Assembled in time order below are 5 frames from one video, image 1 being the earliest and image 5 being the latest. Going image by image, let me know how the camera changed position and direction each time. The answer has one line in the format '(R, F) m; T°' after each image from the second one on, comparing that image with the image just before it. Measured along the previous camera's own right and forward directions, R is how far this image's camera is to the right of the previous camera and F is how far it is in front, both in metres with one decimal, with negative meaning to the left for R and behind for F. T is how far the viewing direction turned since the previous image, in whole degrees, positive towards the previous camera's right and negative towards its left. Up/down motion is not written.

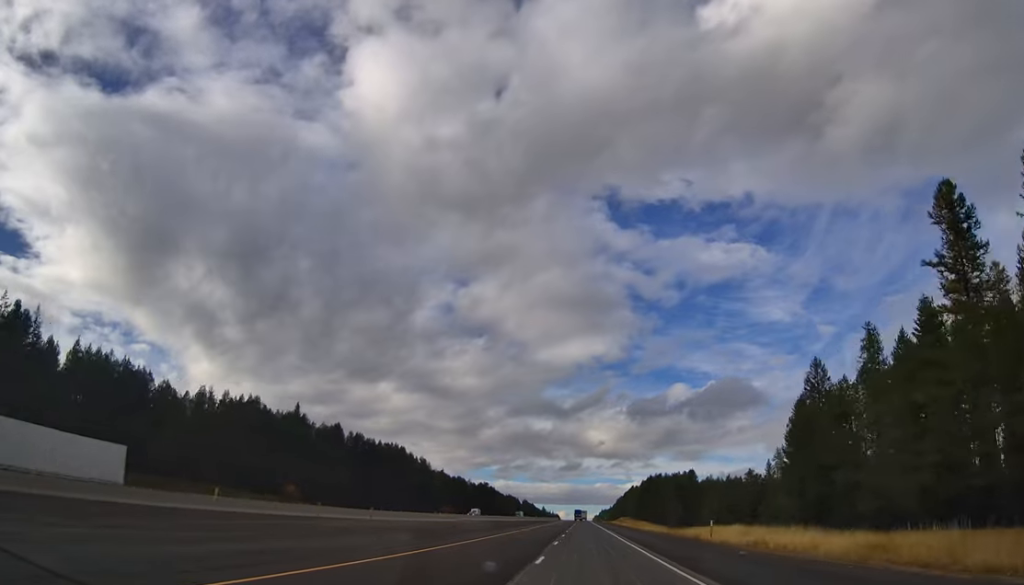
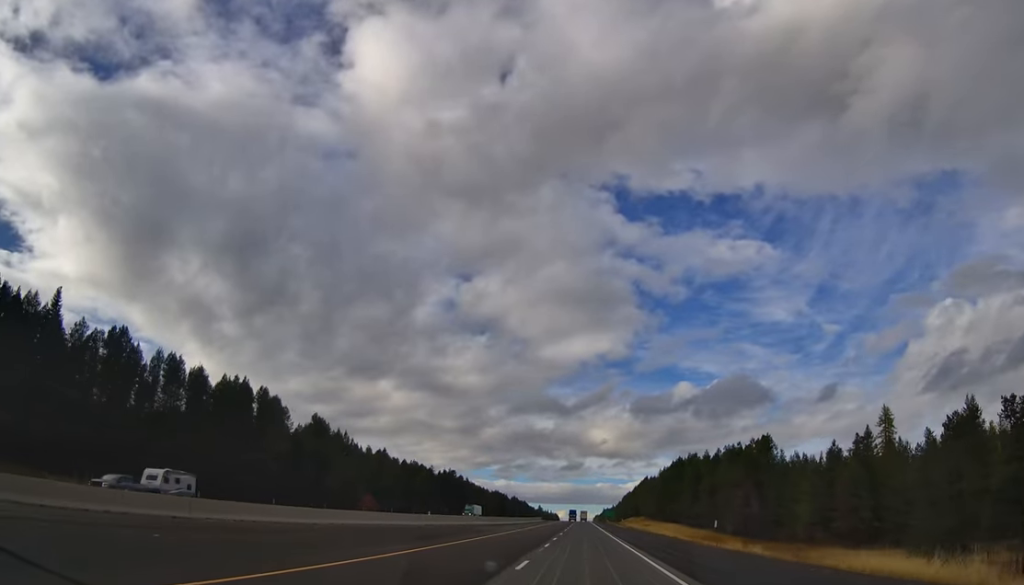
(-2.9, +88.8) m; -1°
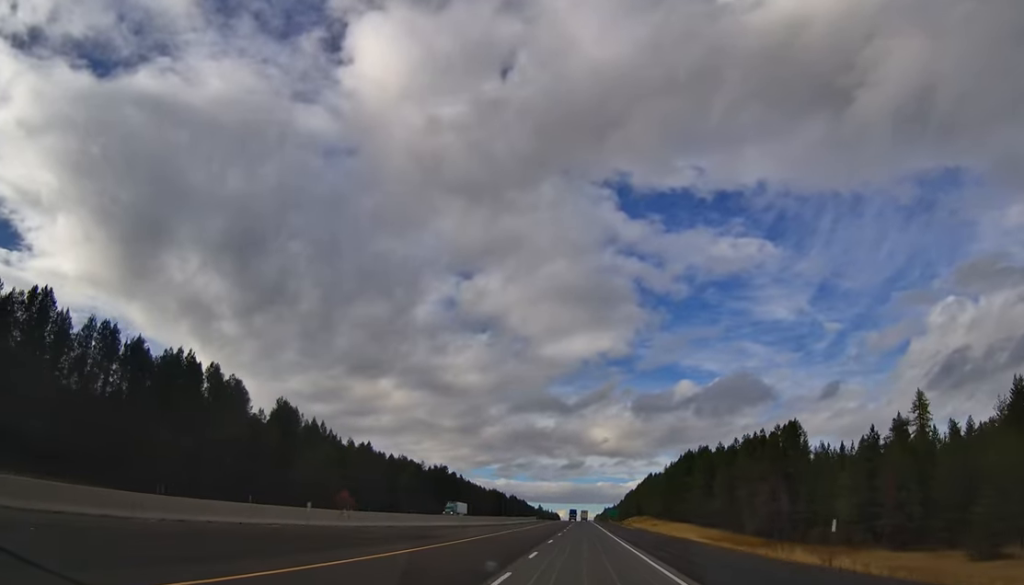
(+0.3, +16.6) m; +1°
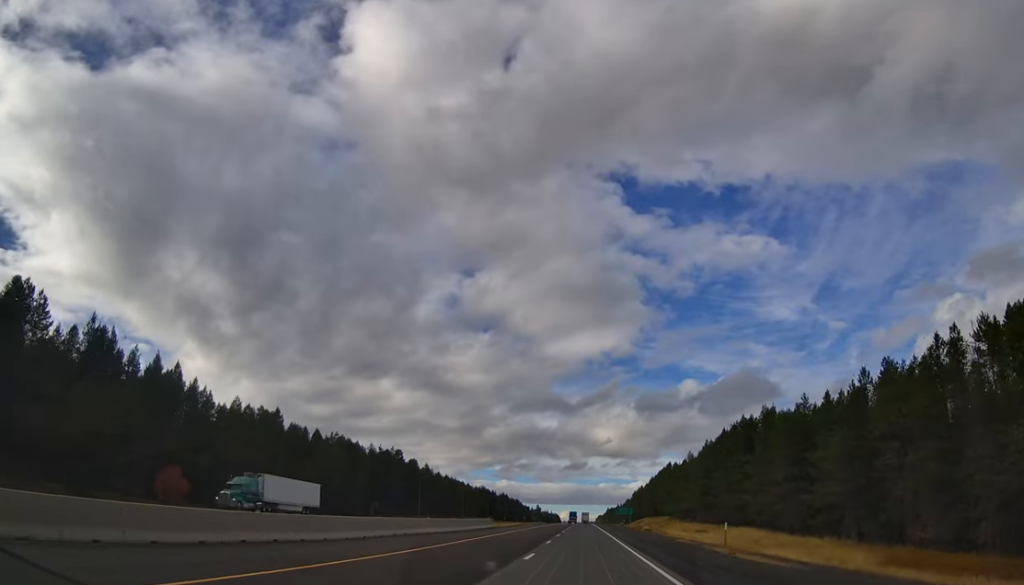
(-0.5, +62.2) m; -1°
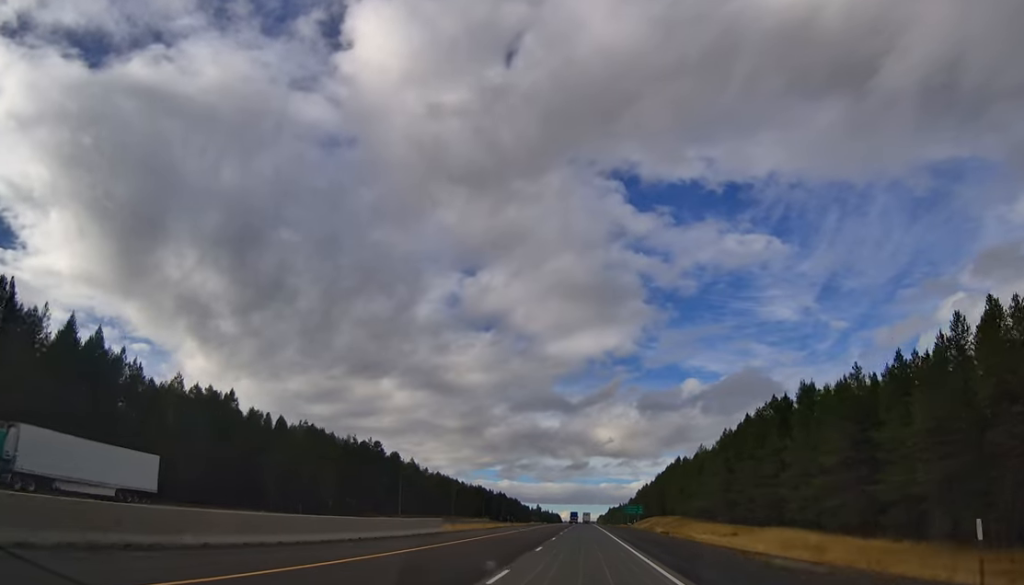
(0.0, +19.7) m; 0°
